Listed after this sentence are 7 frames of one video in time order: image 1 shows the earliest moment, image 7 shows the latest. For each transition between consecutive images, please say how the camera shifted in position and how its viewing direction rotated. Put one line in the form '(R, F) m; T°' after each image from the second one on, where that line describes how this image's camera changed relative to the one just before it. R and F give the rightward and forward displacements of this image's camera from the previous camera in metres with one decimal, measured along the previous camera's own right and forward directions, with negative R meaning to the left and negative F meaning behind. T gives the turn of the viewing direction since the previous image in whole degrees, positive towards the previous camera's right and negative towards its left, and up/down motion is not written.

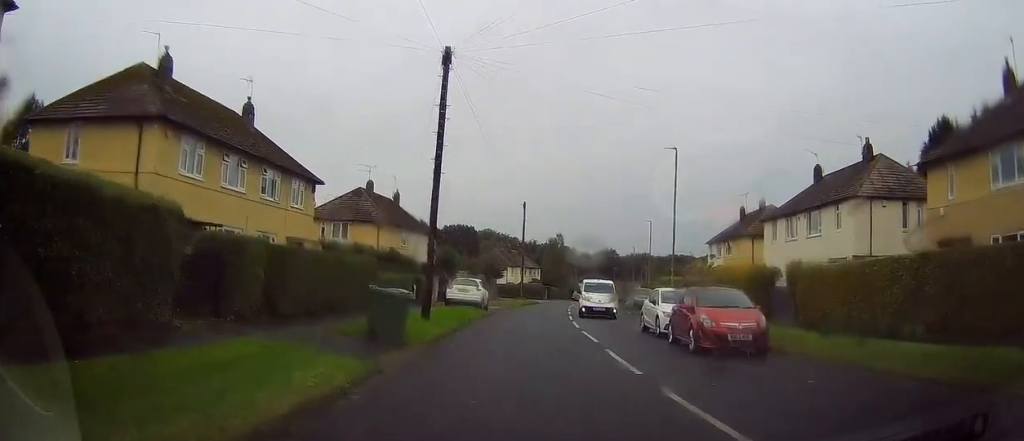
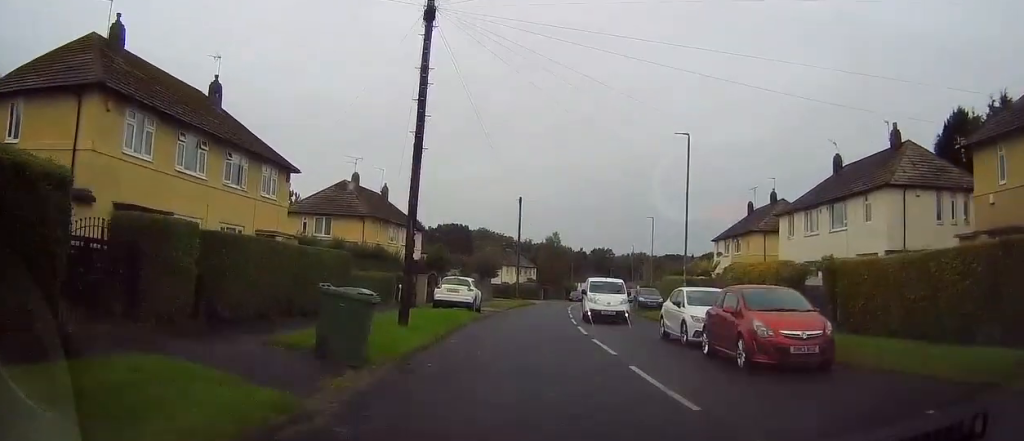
(+0.2, +3.2) m; +1°
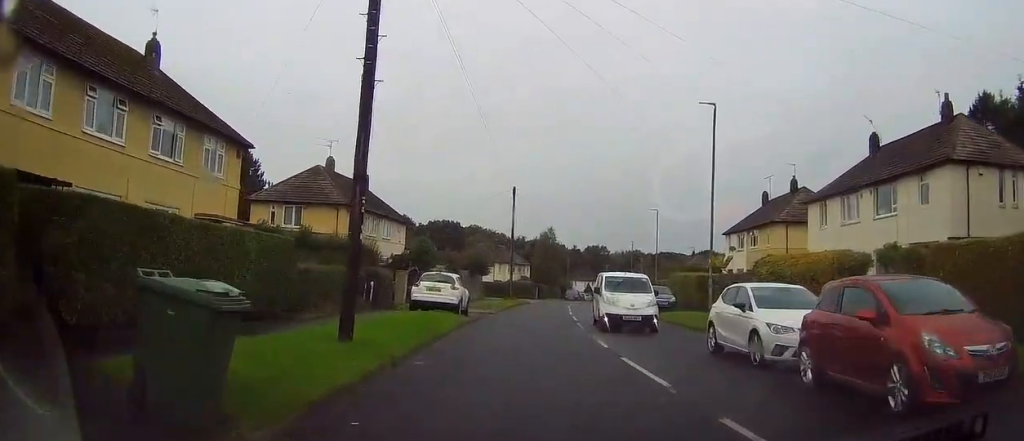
(-0.1, +5.0) m; 0°
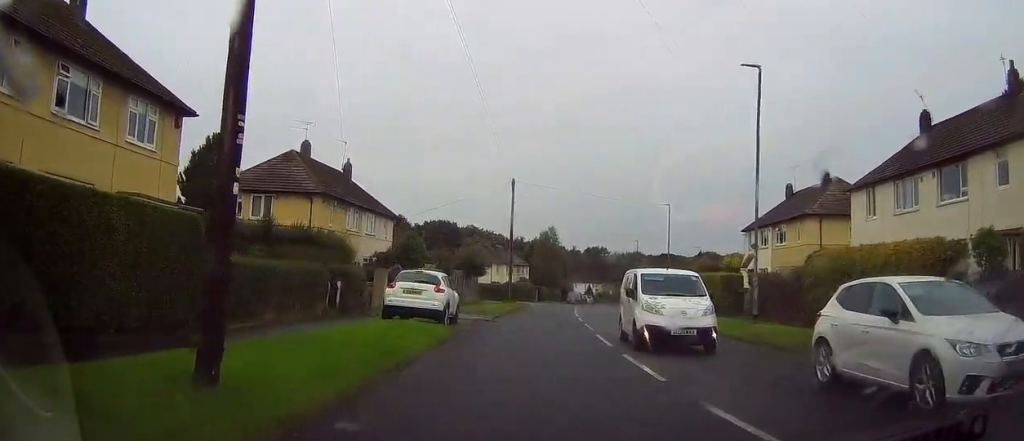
(0.0, +5.0) m; +1°
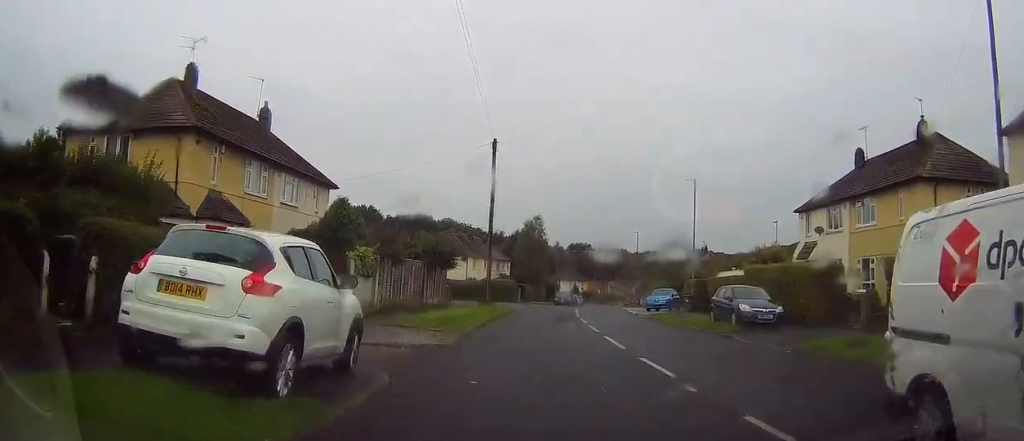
(+0.3, +12.6) m; +5°
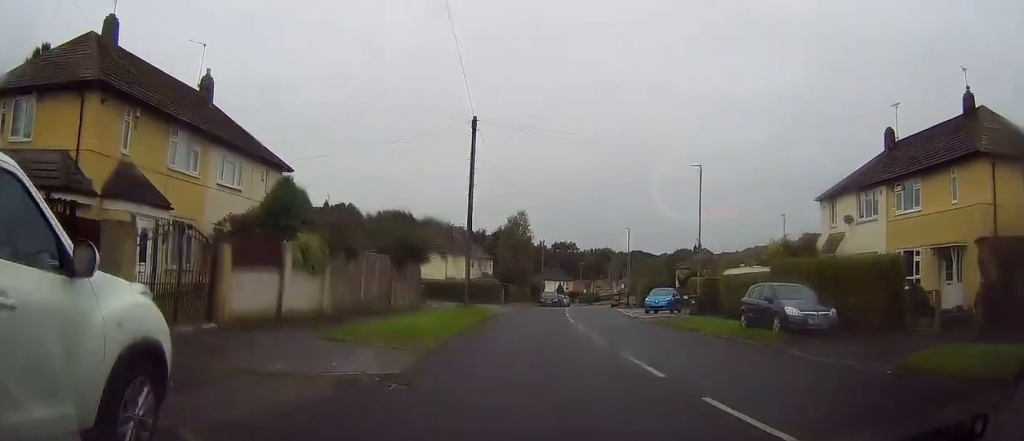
(+0.2, +4.9) m; +1°
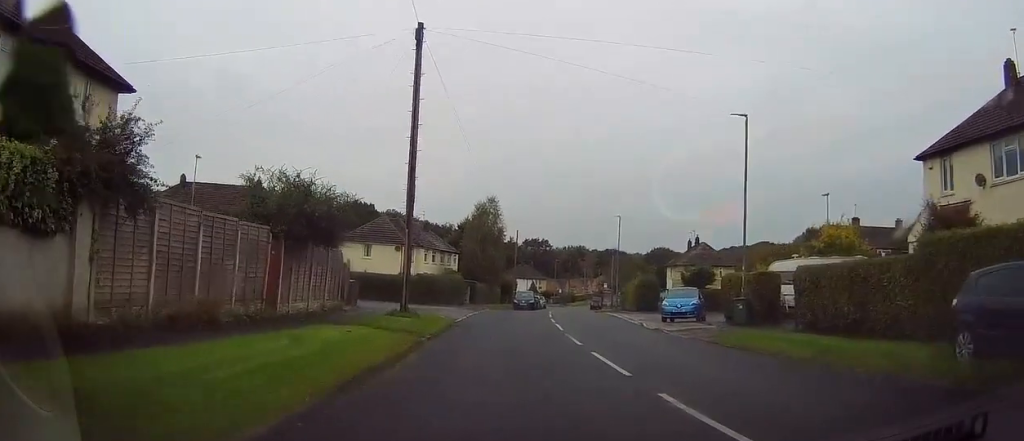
(-0.1, +11.7) m; +1°
